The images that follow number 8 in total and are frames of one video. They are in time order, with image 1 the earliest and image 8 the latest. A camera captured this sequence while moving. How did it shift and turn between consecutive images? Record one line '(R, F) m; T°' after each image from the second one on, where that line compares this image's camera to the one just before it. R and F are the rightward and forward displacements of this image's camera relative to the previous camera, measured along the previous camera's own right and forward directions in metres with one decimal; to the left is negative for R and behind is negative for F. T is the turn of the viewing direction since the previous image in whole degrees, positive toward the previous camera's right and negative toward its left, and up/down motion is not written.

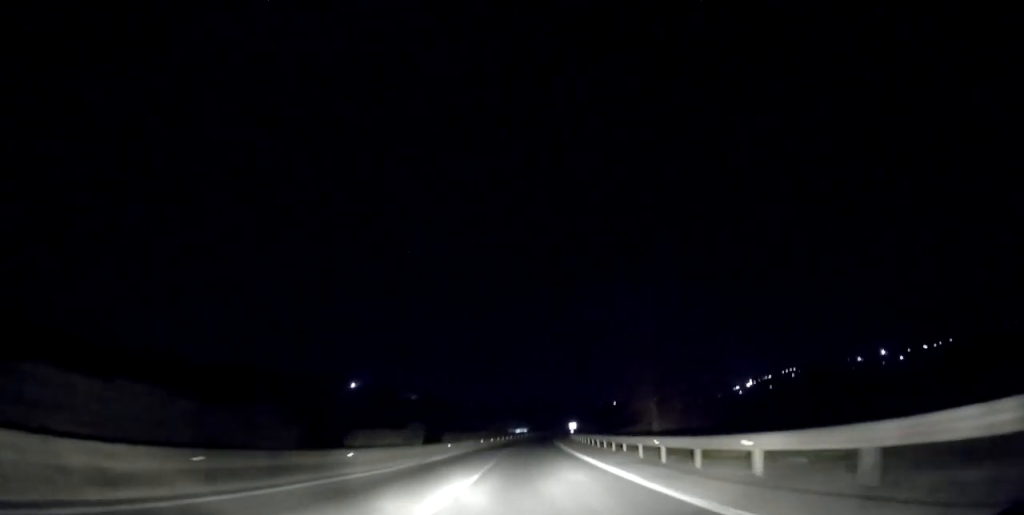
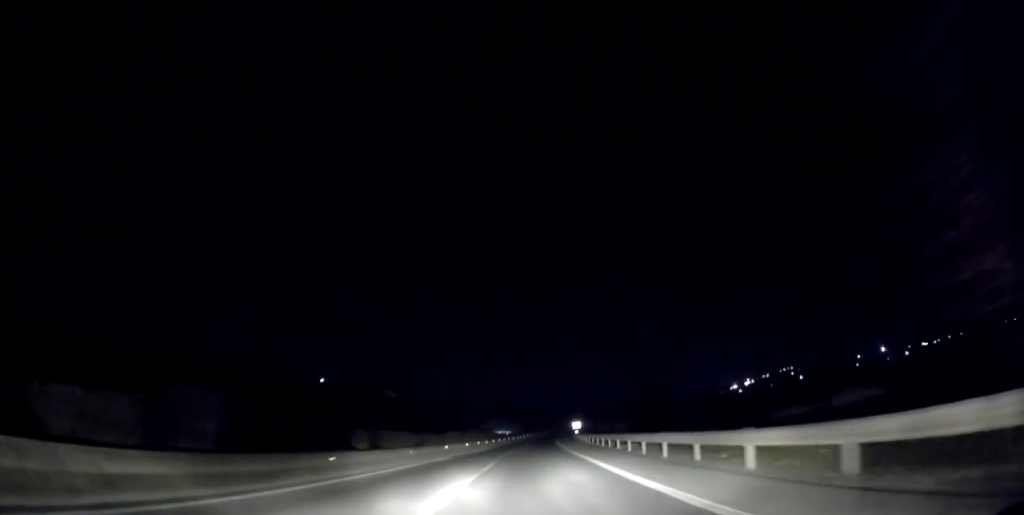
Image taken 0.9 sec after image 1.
(-0.1, +27.7) m; -1°
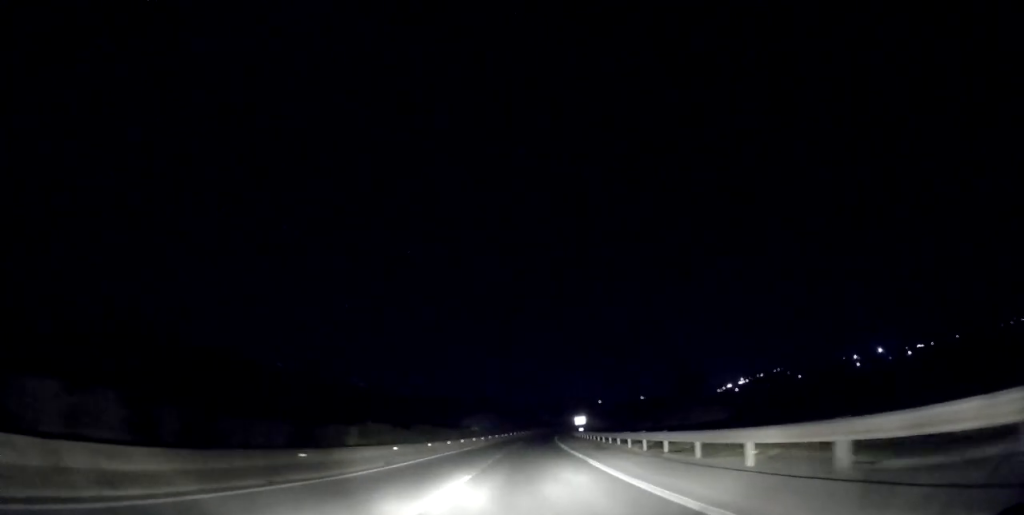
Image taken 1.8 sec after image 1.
(-0.3, +27.5) m; 0°
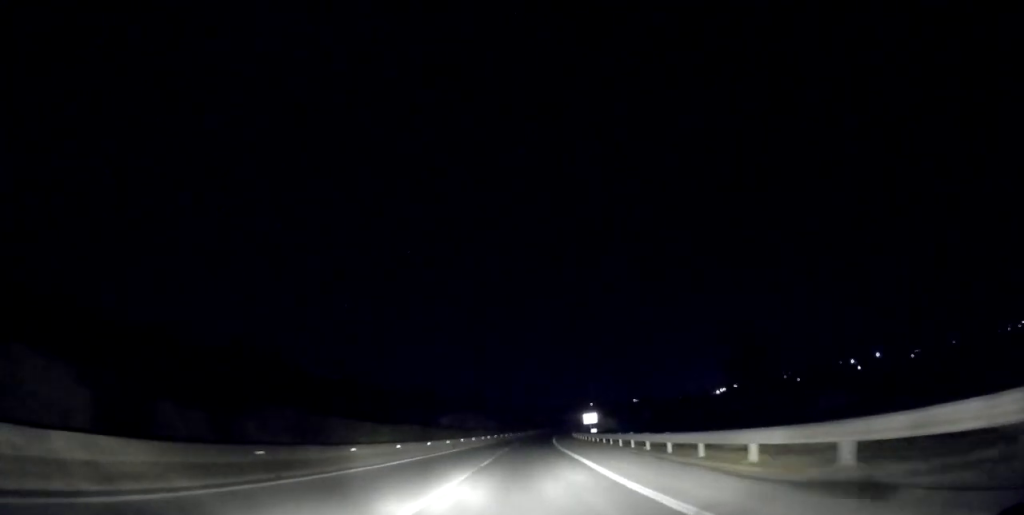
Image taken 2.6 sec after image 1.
(+0.3, +24.0) m; +1°
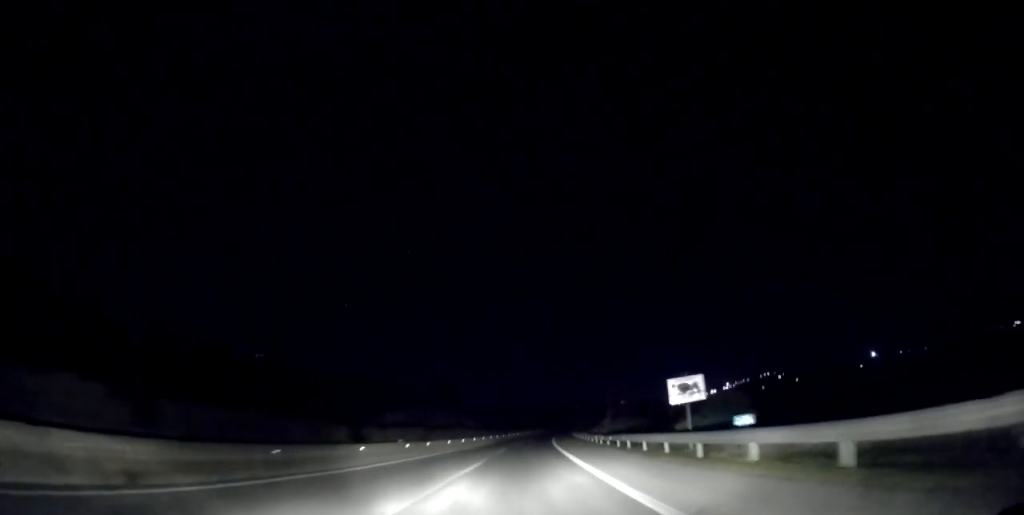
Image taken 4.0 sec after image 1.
(+0.8, +39.7) m; +3°
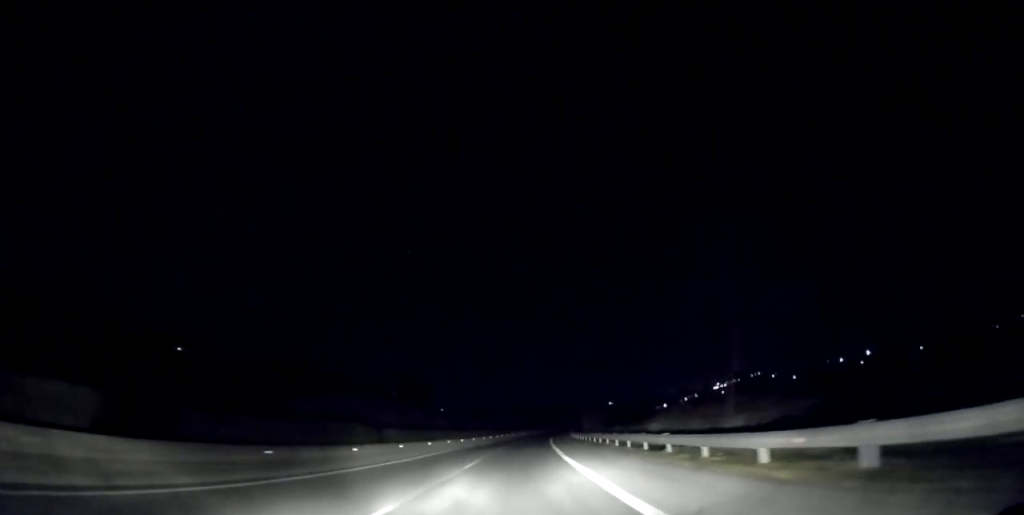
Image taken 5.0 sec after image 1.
(+0.6, +33.0) m; +1°
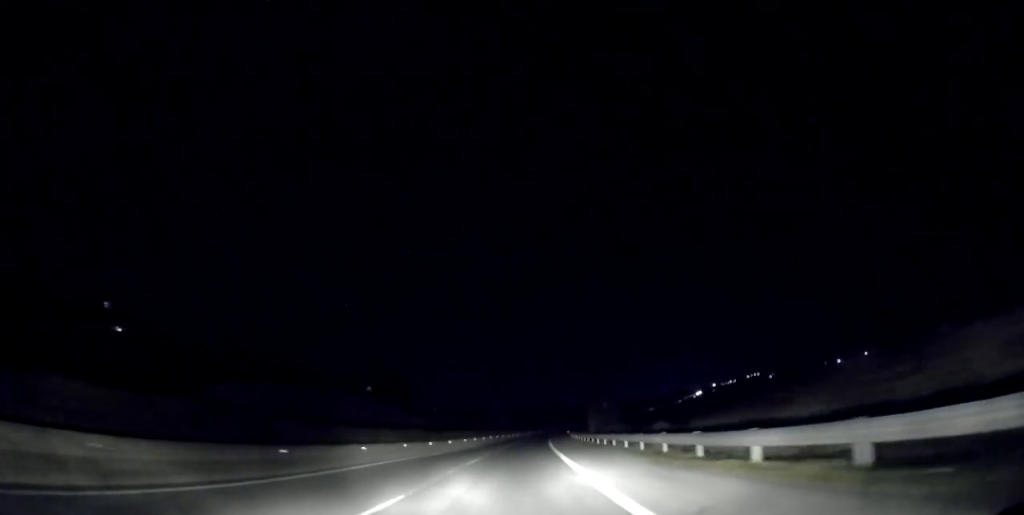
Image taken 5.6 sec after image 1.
(-0.1, +15.9) m; 0°
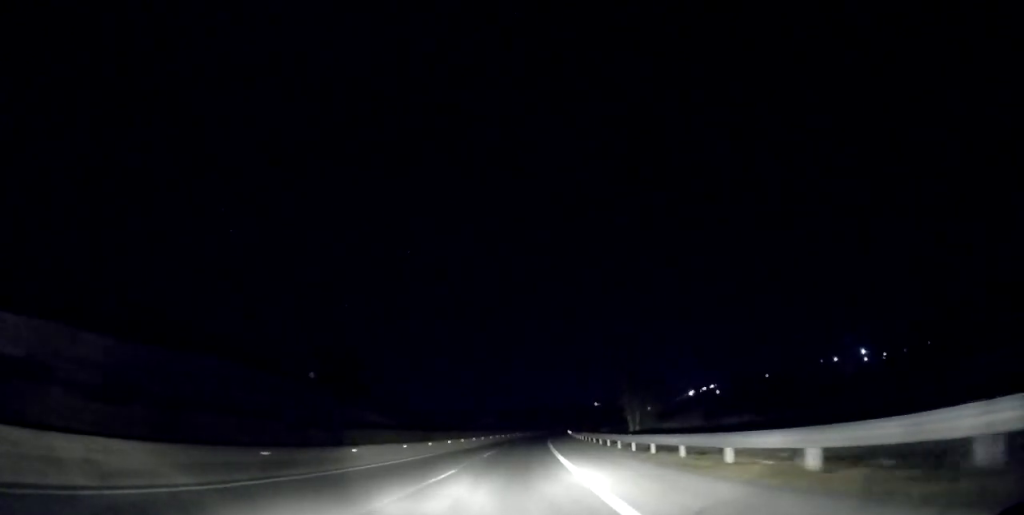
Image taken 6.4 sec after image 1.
(+0.3, +27.3) m; 0°
